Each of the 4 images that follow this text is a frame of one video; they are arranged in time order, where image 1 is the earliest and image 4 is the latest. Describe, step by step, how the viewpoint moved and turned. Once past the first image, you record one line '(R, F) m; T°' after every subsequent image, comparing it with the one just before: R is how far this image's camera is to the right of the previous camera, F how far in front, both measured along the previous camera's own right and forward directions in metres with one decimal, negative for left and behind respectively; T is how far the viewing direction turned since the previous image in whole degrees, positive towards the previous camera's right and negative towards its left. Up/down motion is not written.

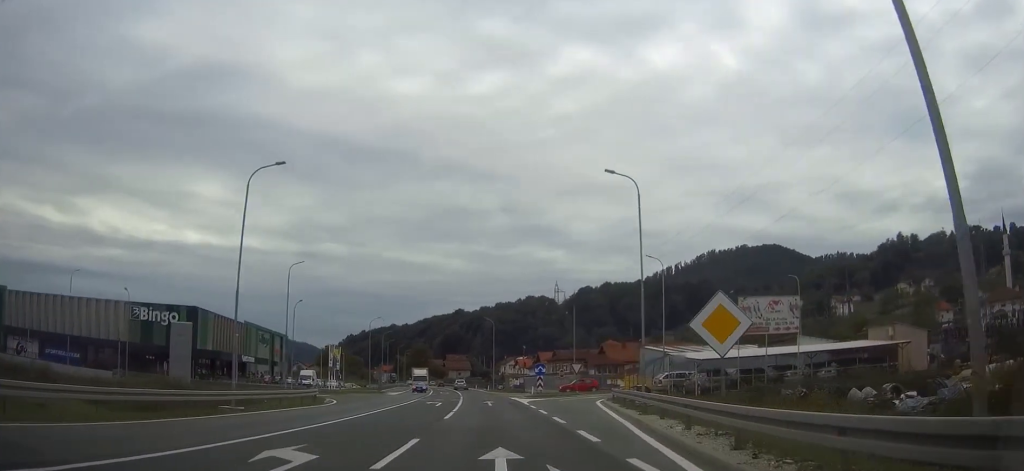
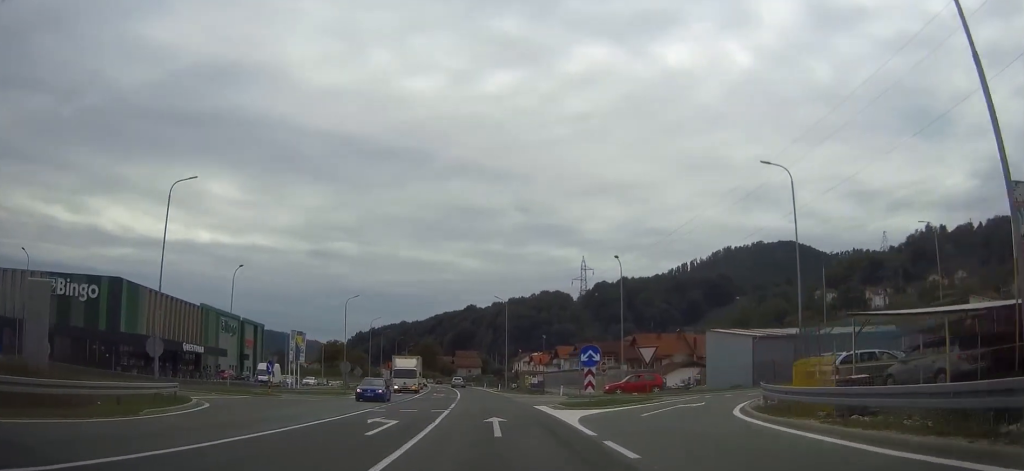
(-0.3, +22.5) m; -1°
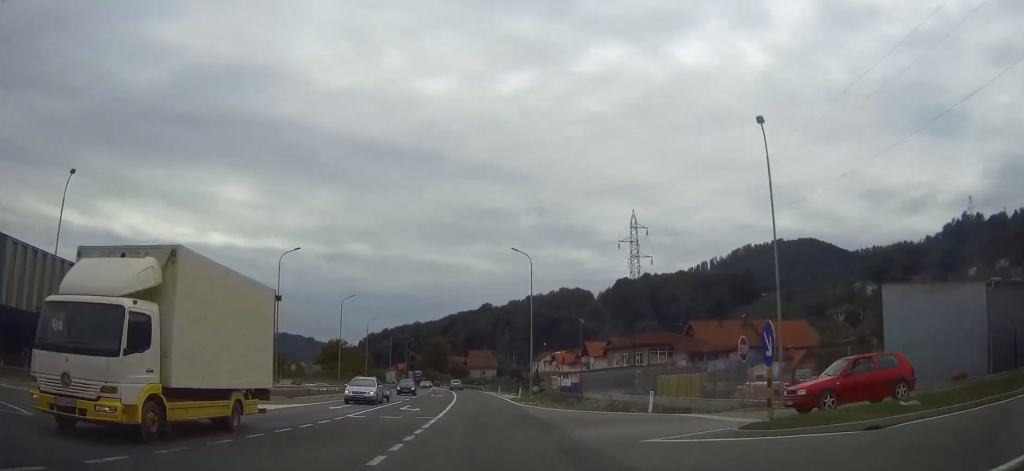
(-0.3, +27.7) m; -1°
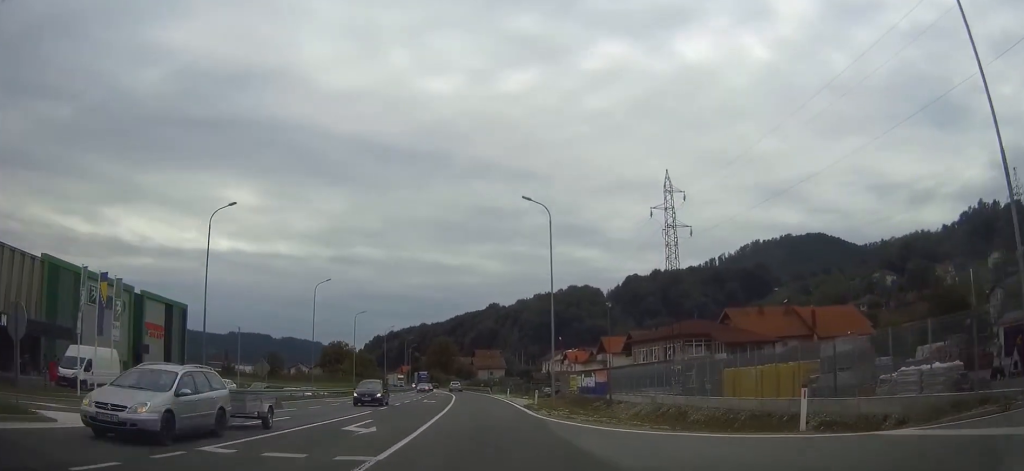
(-0.1, +13.3) m; -1°
